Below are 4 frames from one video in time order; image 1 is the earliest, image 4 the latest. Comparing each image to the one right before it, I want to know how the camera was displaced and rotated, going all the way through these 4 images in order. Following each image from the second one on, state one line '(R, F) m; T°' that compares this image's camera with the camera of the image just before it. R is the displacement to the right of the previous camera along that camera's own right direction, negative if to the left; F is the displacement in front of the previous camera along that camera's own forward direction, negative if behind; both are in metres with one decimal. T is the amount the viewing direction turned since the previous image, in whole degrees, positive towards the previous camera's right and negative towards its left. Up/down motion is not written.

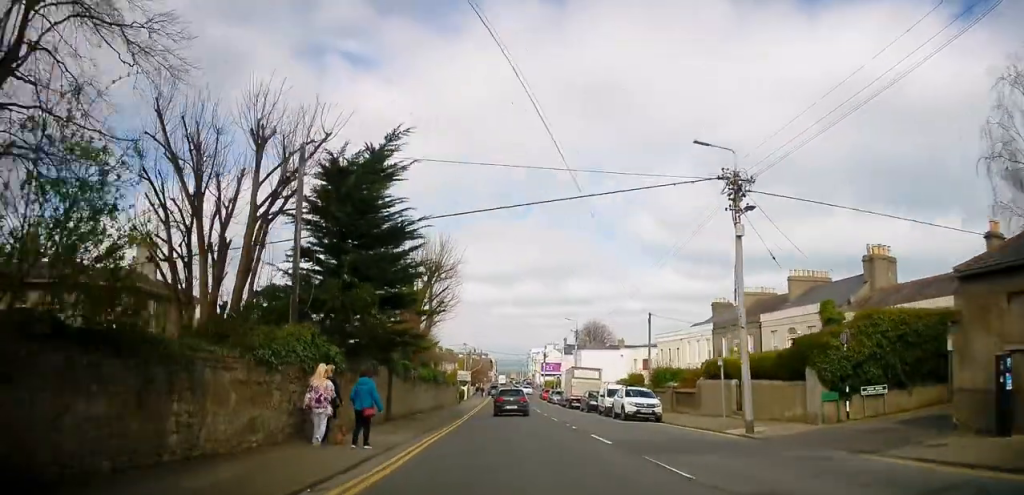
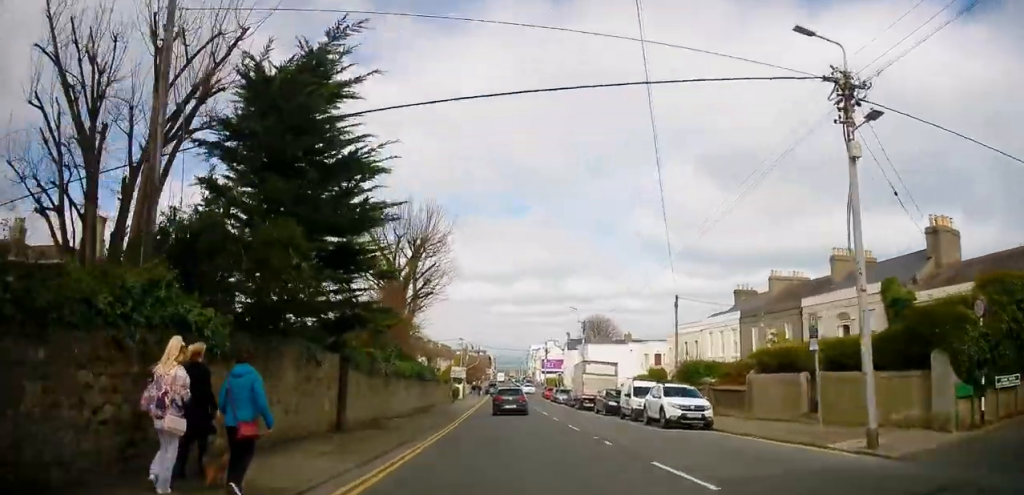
(0.0, +6.8) m; 0°
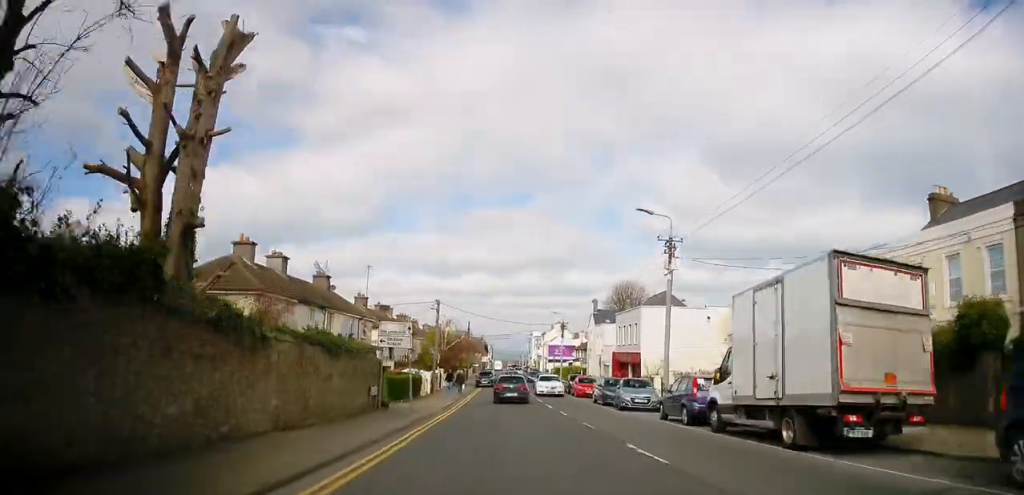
(0.0, +29.5) m; 0°
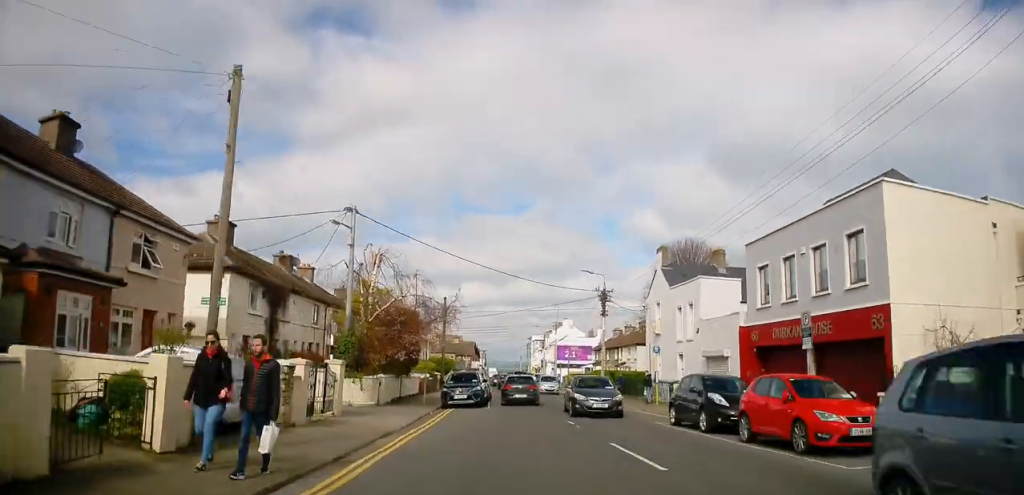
(+0.4, +31.3) m; +2°
